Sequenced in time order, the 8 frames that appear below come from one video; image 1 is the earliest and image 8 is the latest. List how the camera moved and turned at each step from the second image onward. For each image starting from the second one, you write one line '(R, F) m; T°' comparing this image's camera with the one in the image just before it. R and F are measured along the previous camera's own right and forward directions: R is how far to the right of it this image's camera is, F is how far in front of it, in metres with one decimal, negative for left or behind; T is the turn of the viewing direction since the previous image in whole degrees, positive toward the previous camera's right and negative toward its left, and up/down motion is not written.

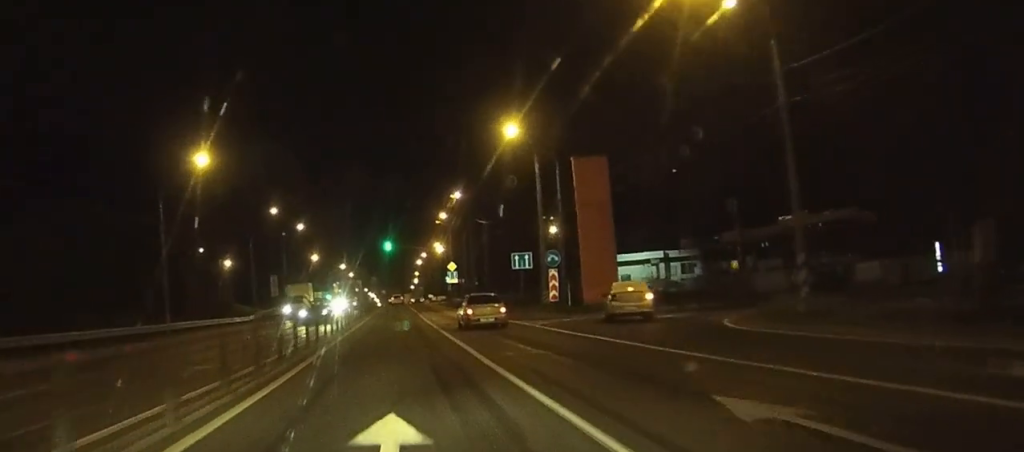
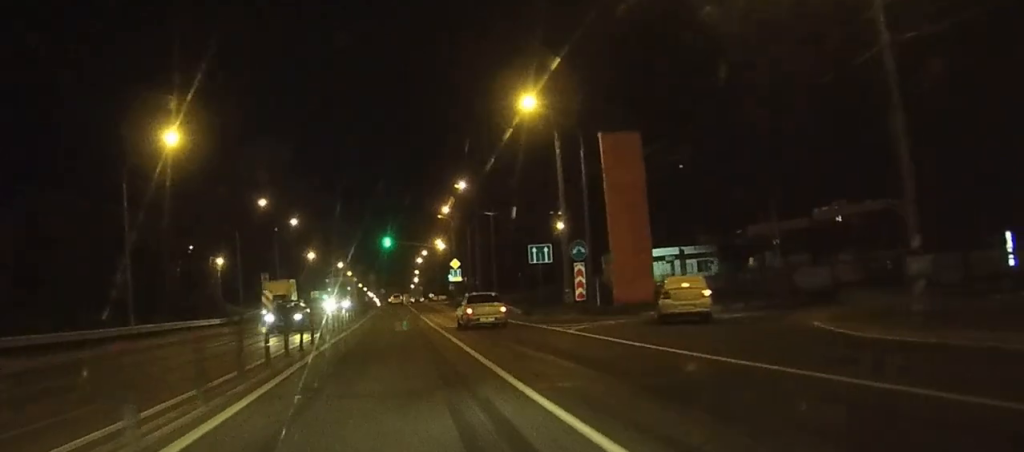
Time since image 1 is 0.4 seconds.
(-0.2, +7.0) m; -2°
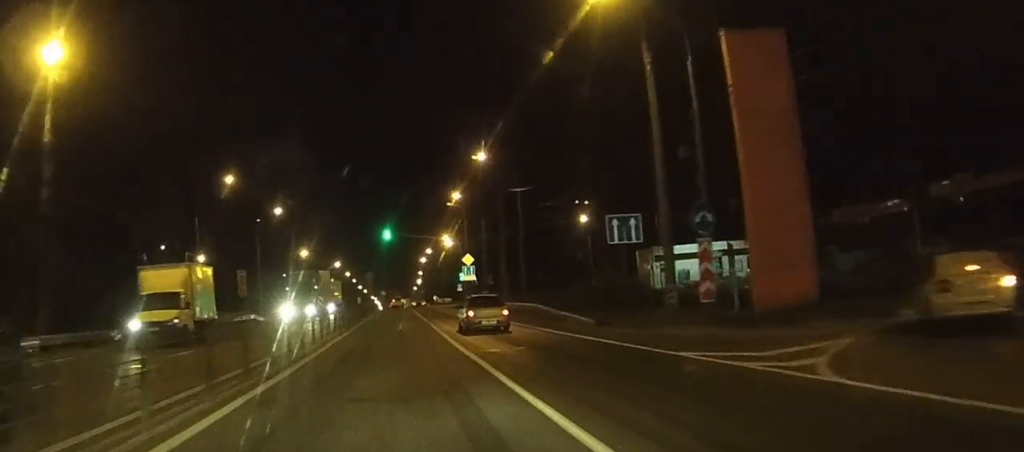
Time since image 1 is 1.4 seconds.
(-0.1, +17.0) m; 0°
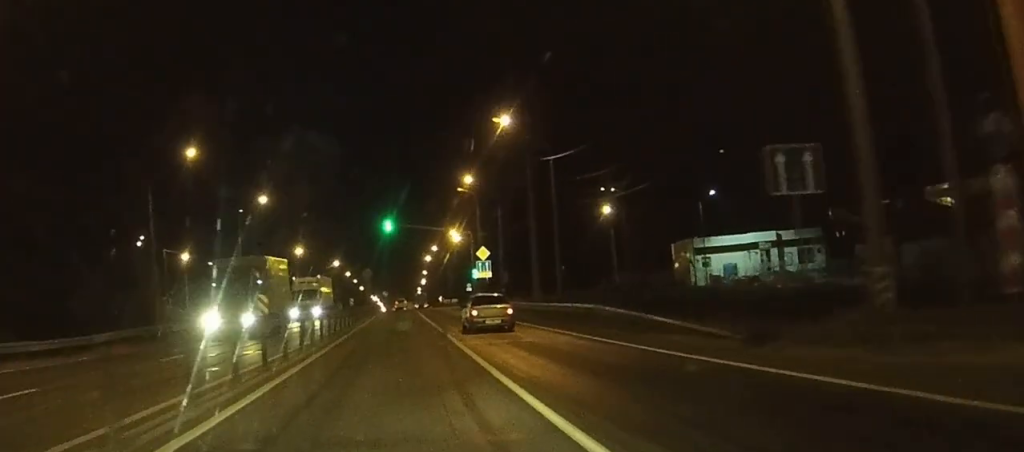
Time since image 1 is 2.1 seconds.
(0.0, +13.0) m; 0°
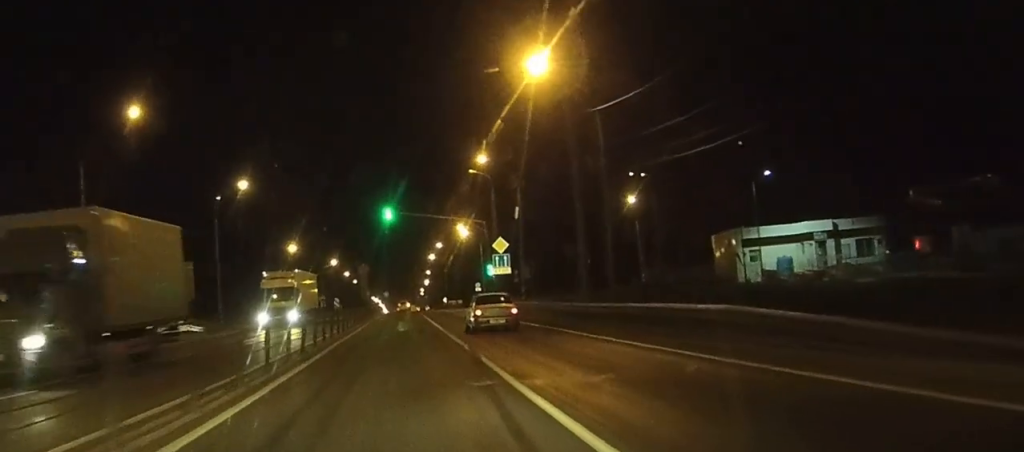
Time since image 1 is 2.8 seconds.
(0.0, +12.0) m; 0°
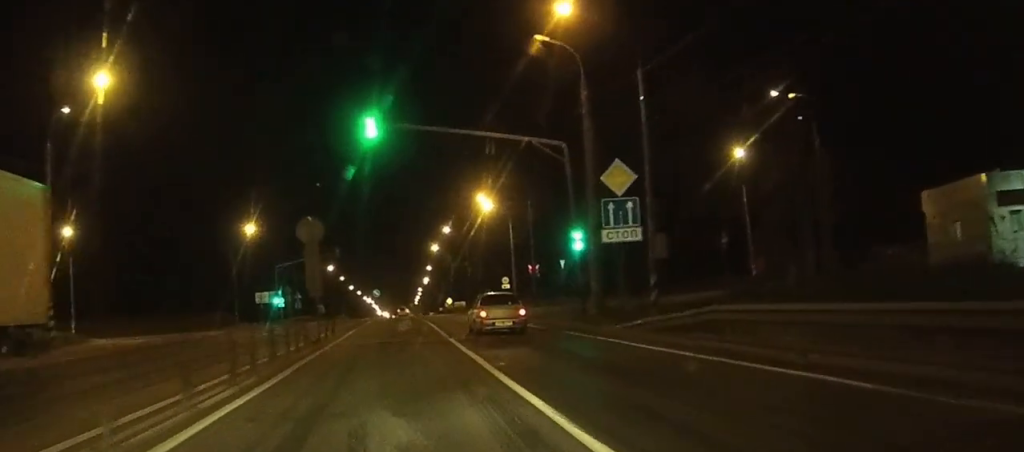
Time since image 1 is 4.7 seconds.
(+0.3, +36.3) m; 0°
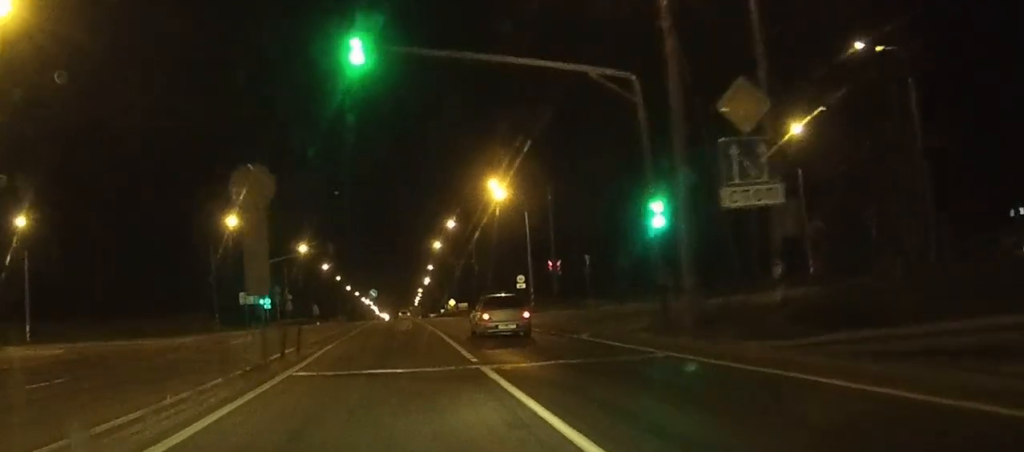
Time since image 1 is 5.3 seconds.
(-0.1, +11.3) m; 0°
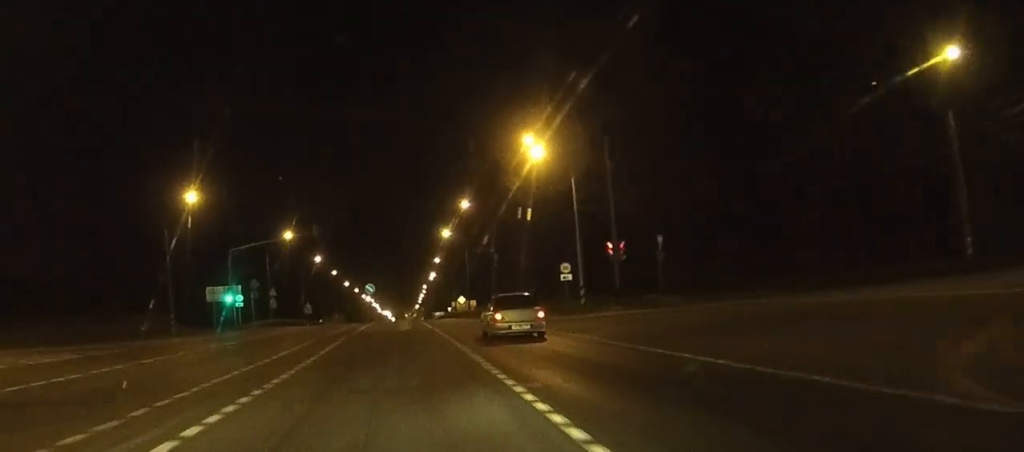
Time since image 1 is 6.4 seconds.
(0.0, +19.5) m; 0°
